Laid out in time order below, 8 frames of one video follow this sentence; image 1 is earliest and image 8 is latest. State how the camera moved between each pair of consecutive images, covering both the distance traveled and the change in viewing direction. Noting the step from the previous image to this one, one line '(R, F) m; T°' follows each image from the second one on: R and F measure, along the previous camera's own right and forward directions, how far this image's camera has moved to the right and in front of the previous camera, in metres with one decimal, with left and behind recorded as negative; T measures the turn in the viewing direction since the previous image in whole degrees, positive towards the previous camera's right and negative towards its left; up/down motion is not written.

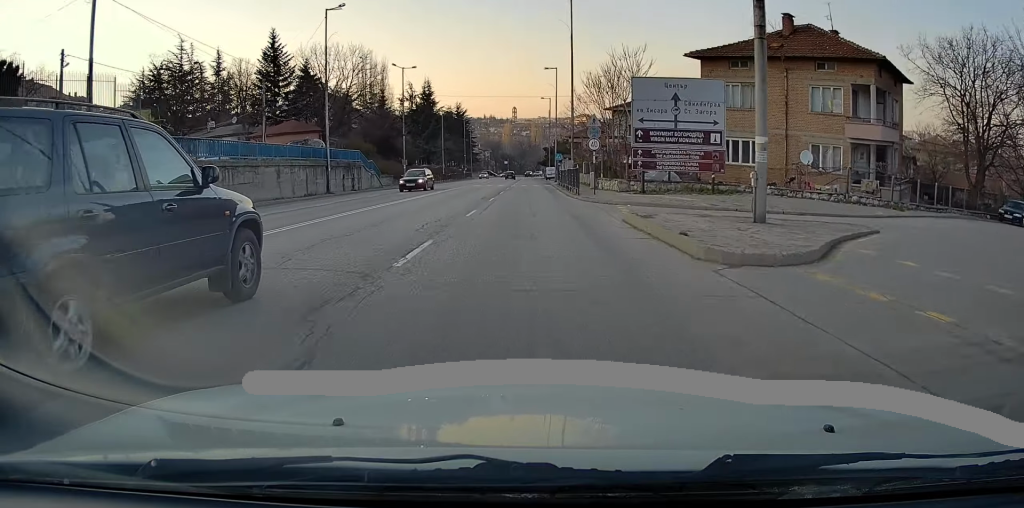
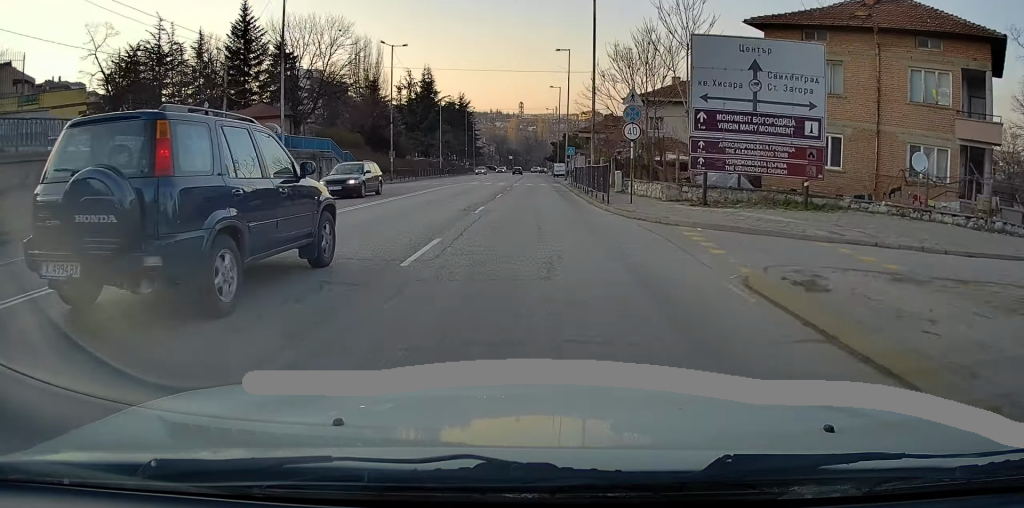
(-0.1, +9.2) m; 0°
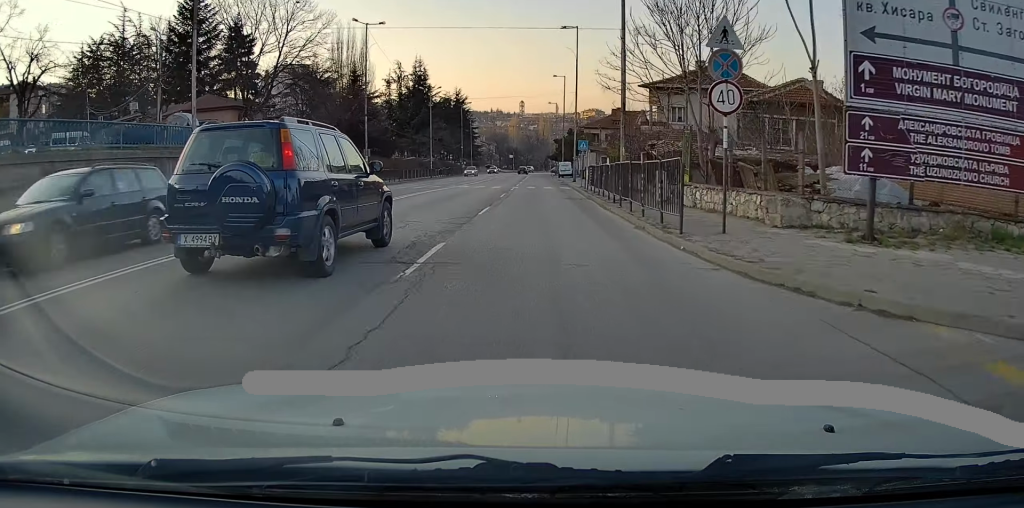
(+0.2, +9.8) m; +1°
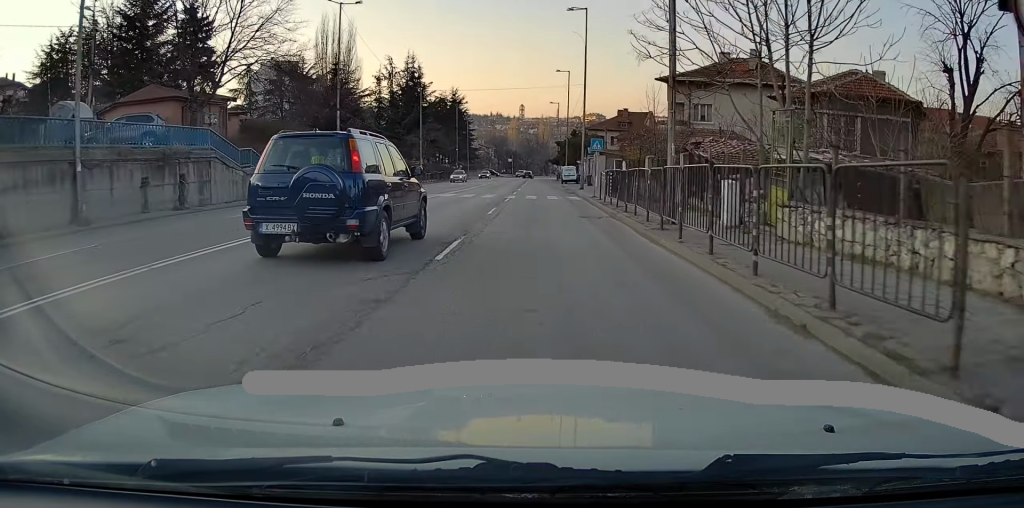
(0.0, +7.5) m; 0°
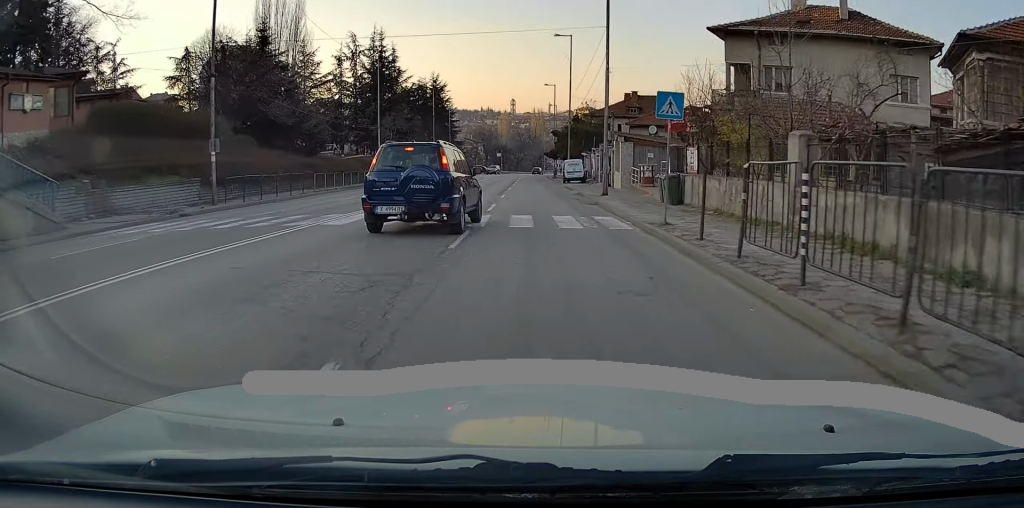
(-0.1, +16.9) m; 0°
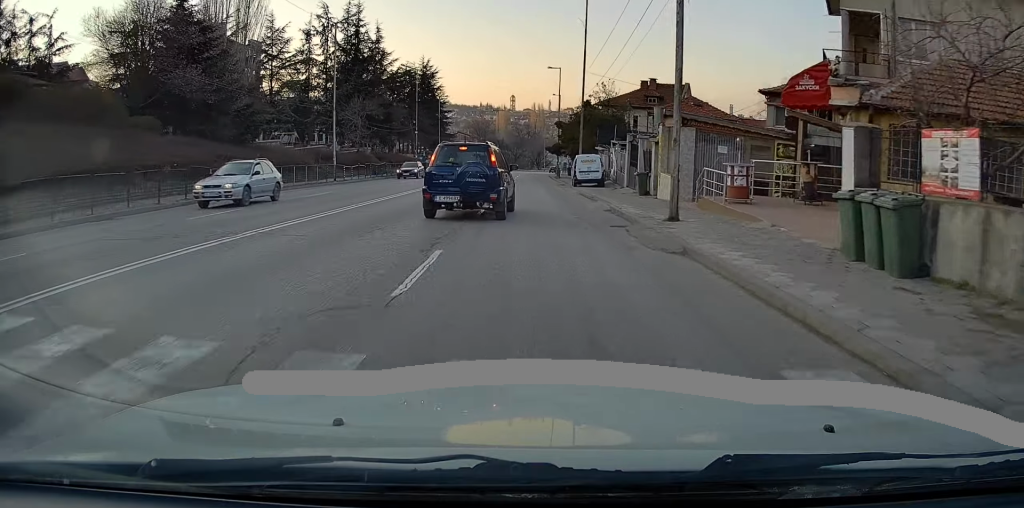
(+0.1, +12.9) m; -1°
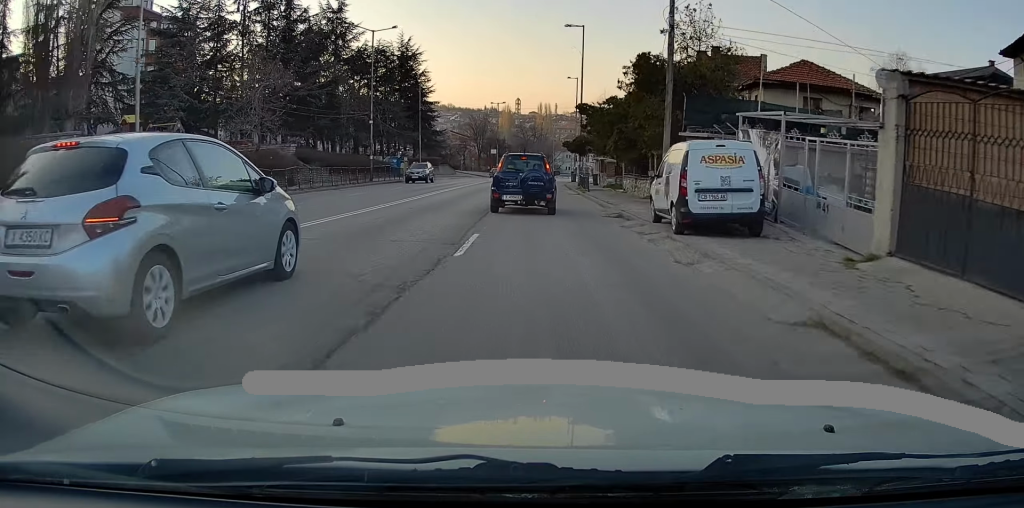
(-0.1, +23.6) m; +1°
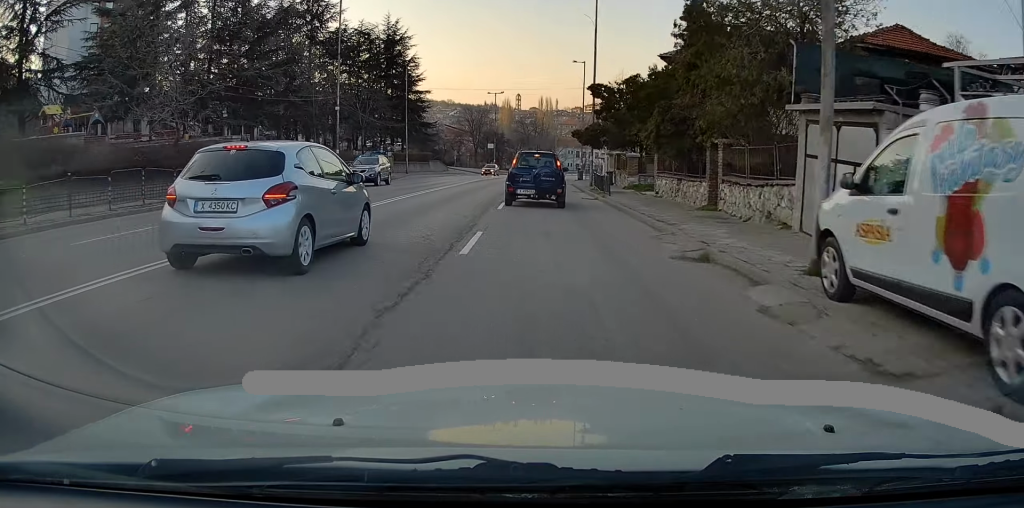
(+0.1, +9.1) m; 0°
